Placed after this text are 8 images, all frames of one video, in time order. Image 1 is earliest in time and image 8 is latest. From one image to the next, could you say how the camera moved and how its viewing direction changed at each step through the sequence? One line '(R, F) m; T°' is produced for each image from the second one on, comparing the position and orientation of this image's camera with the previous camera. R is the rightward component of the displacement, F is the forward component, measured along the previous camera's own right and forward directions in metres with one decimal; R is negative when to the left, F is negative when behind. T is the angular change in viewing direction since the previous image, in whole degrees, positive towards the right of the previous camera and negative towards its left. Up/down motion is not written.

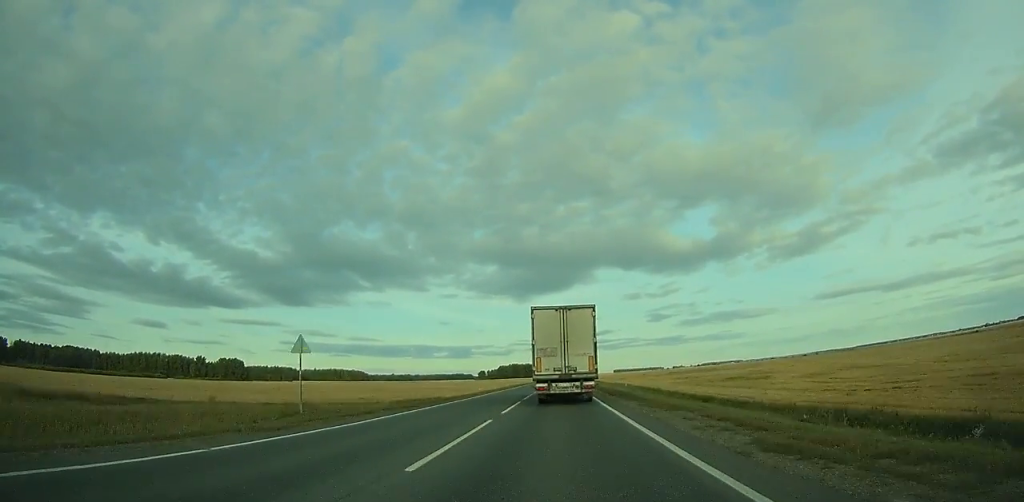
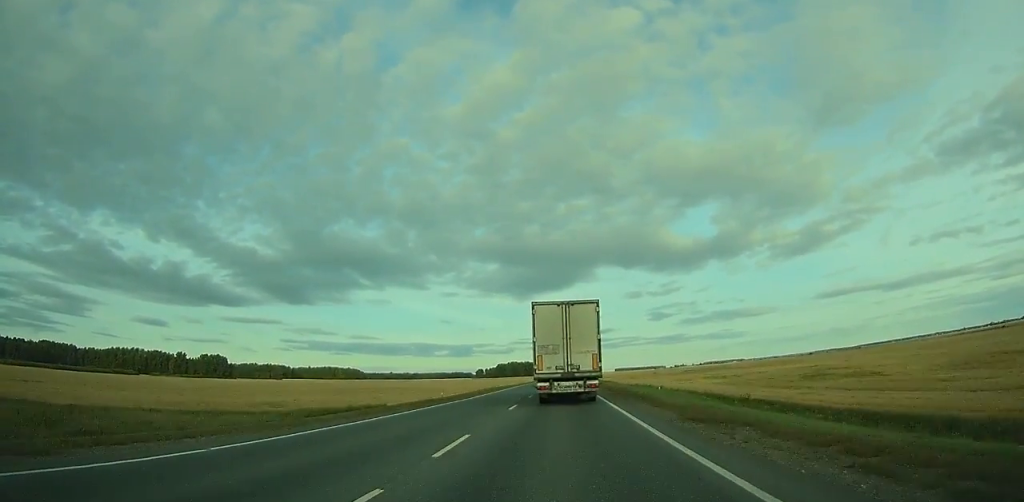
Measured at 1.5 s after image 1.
(0.0, +34.2) m; 0°
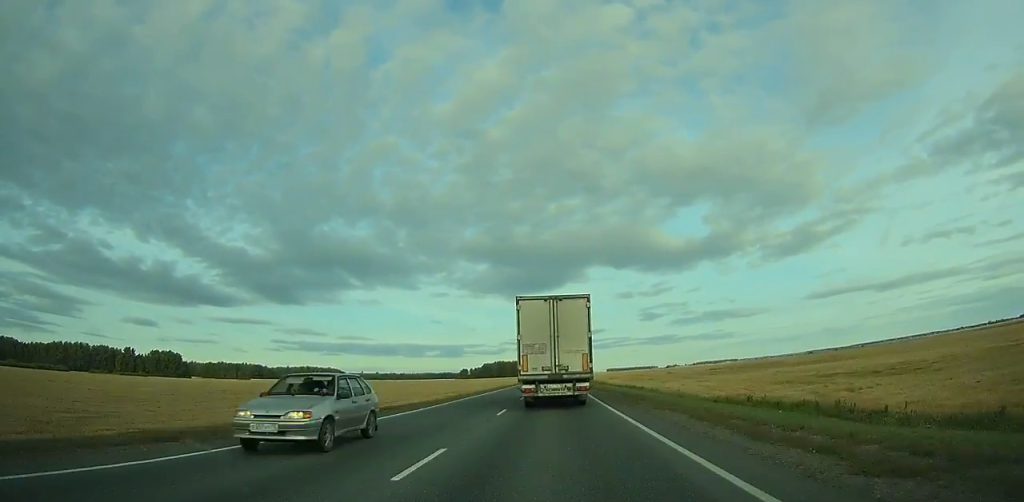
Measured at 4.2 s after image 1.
(0.0, +61.8) m; 0°
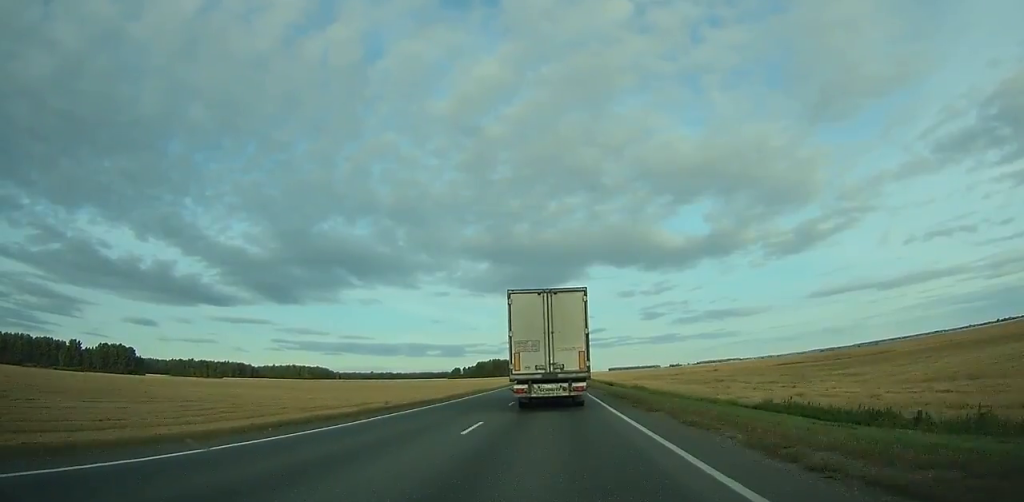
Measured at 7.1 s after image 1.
(0.0, +66.6) m; 0°
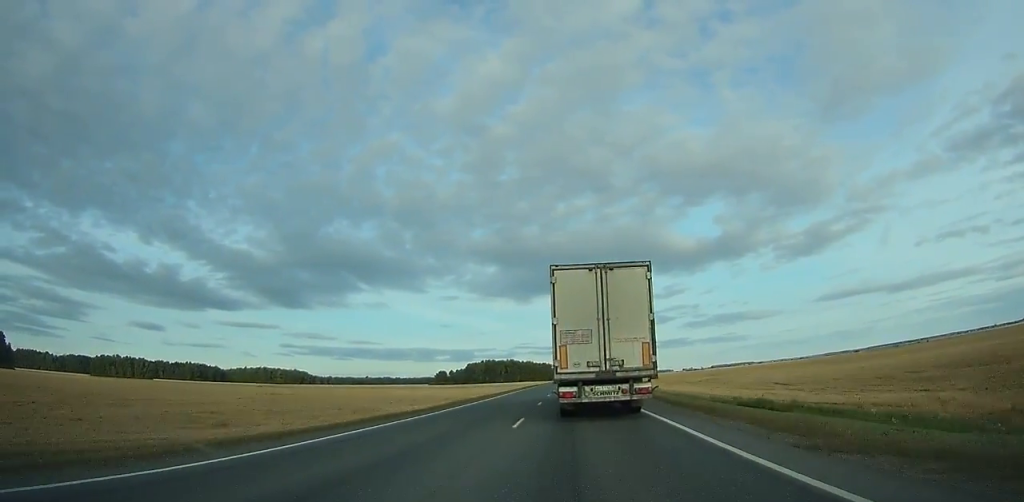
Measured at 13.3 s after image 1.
(-0.6, +143.6) m; -1°
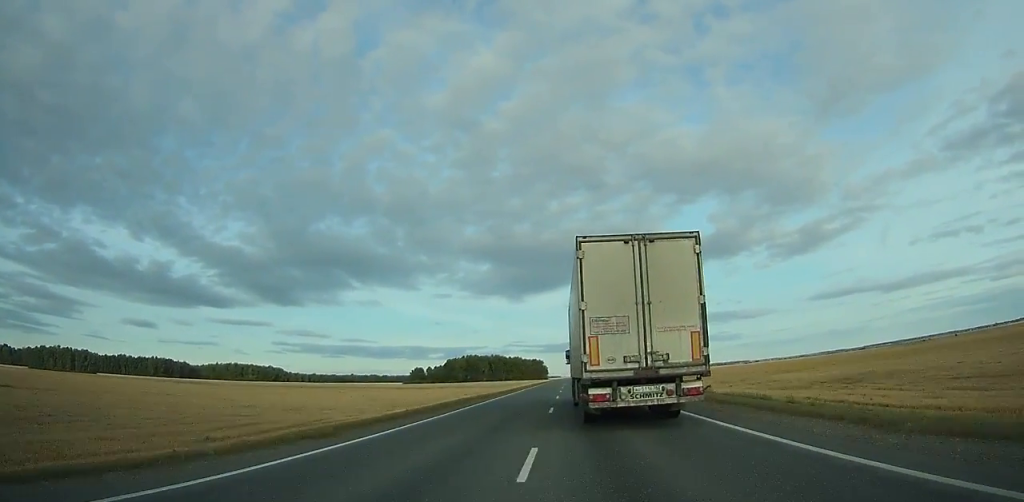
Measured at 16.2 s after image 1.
(0.0, +69.9) m; 0°
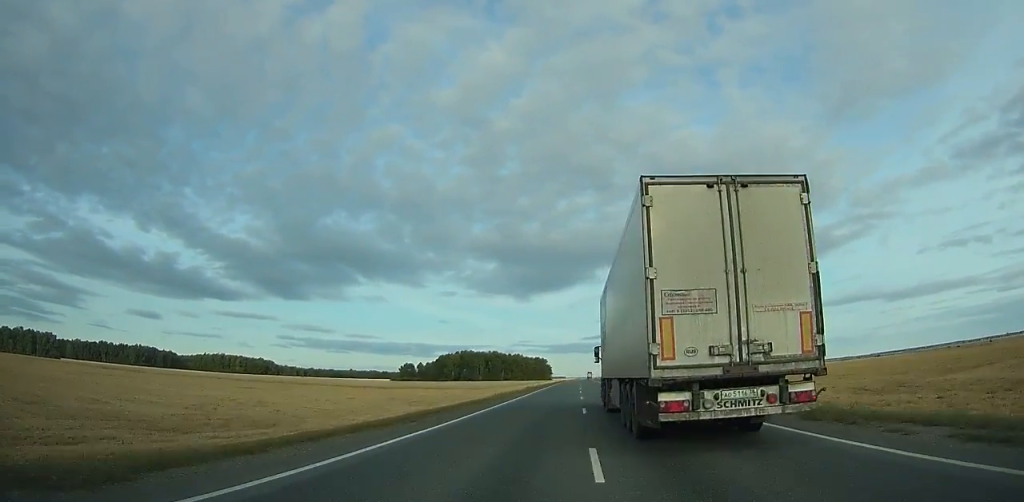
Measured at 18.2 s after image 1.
(+0.2, +50.0) m; 0°
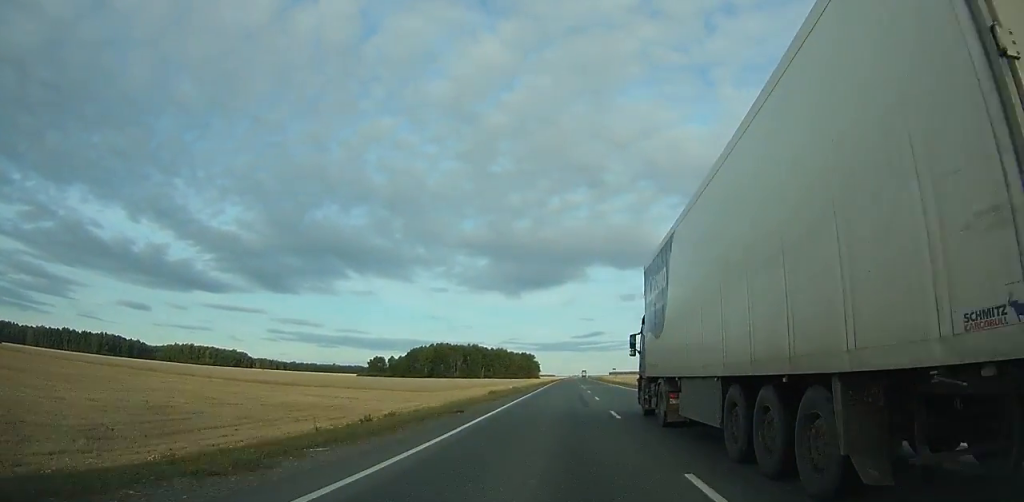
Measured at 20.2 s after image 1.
(+0.2, +53.1) m; +1°
